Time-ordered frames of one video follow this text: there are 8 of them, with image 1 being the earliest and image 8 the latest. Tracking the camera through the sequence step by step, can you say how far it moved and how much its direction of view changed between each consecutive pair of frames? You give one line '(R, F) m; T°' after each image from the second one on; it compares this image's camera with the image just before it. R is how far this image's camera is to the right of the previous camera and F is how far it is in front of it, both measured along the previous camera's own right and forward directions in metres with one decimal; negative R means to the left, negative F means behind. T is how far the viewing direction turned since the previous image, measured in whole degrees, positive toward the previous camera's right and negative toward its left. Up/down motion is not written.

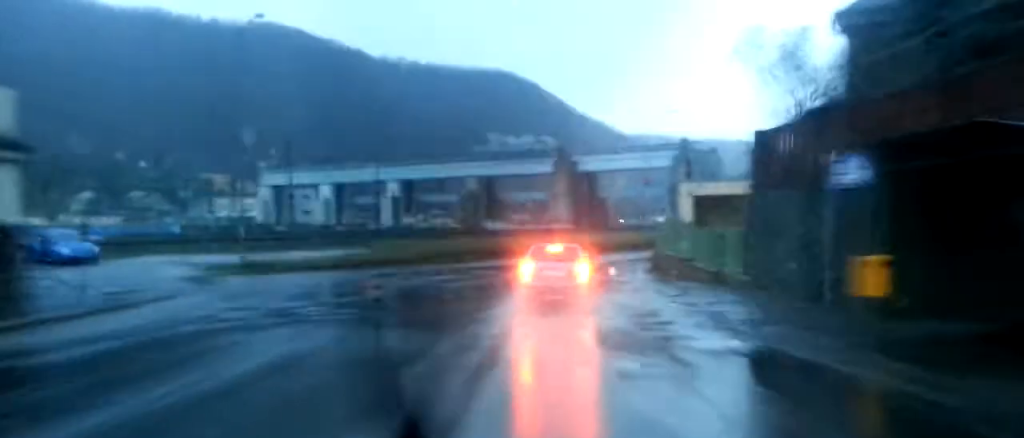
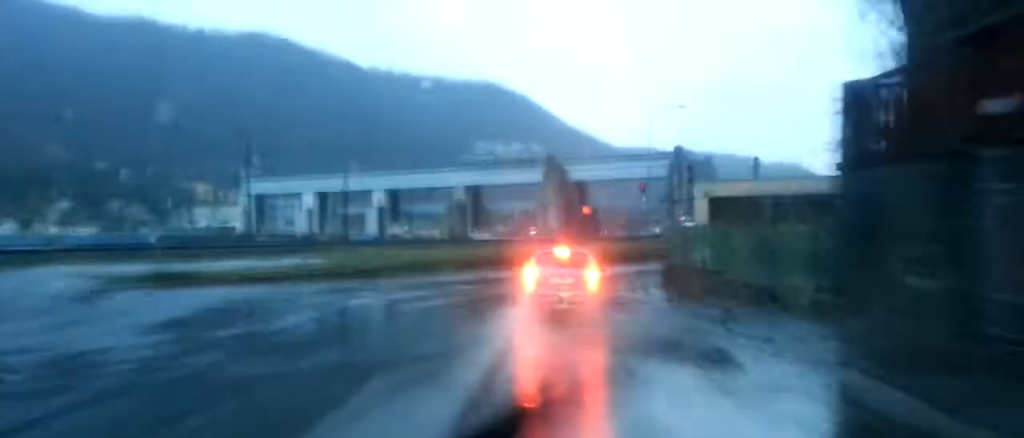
(-0.1, +6.7) m; +1°
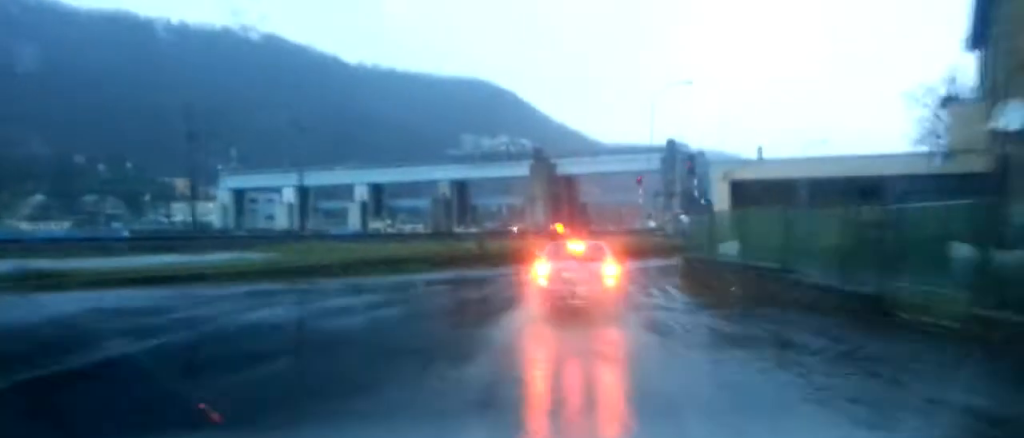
(-0.2, +6.7) m; +1°
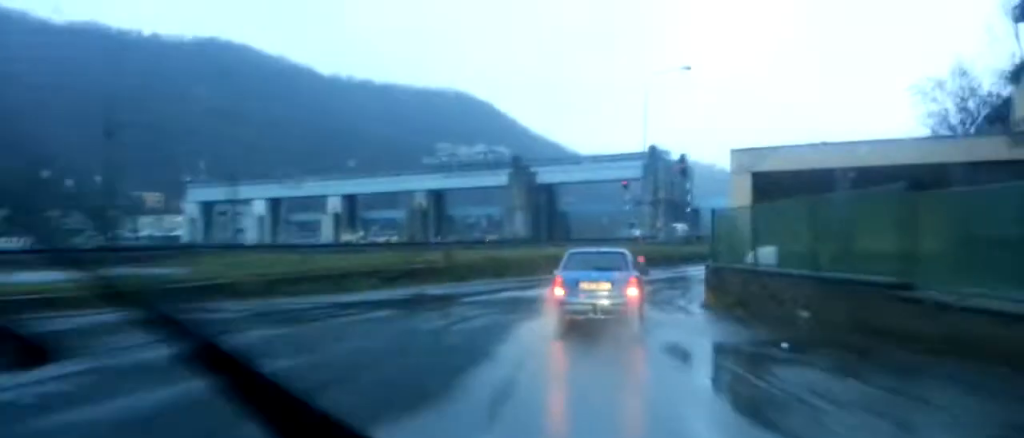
(+0.3, +6.3) m; +4°
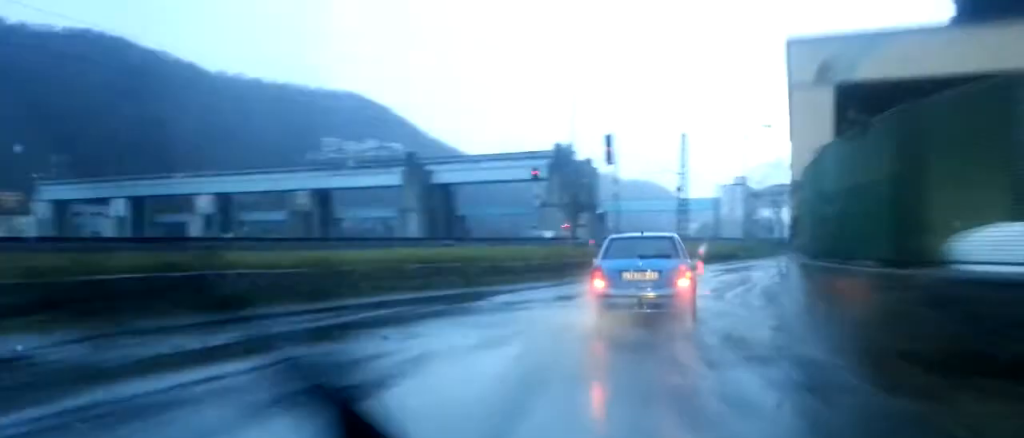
(+1.2, +14.6) m; +11°
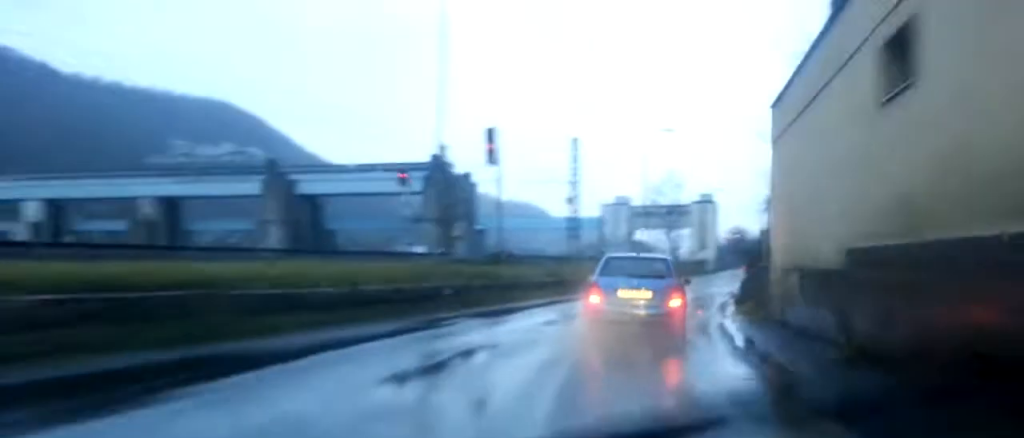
(+0.9, +10.0) m; +8°
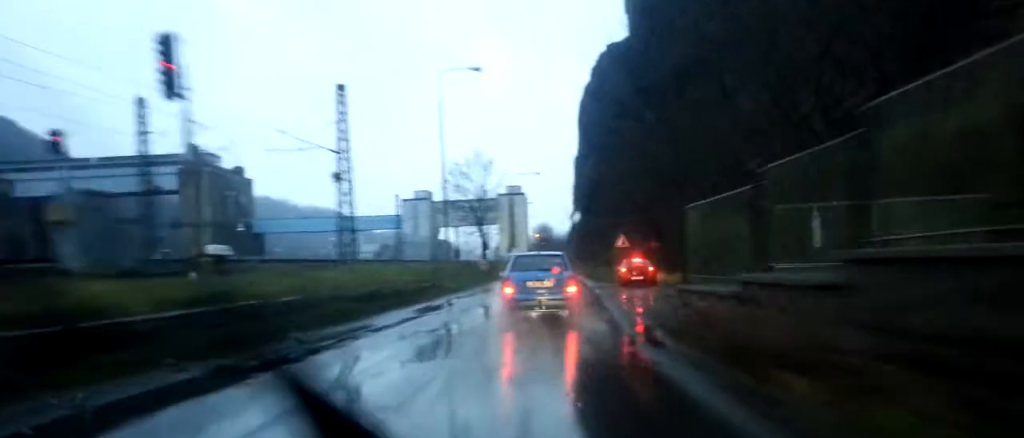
(+1.1, +16.4) m; +6°
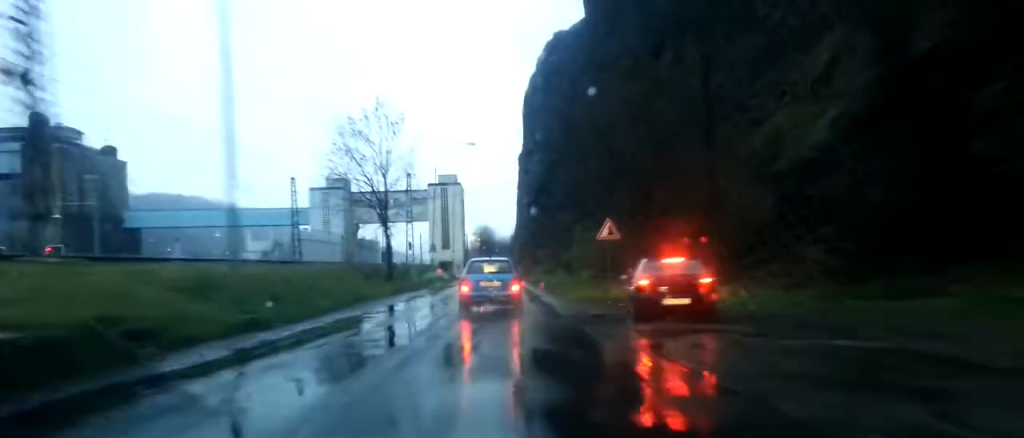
(+0.7, +19.1) m; +6°
